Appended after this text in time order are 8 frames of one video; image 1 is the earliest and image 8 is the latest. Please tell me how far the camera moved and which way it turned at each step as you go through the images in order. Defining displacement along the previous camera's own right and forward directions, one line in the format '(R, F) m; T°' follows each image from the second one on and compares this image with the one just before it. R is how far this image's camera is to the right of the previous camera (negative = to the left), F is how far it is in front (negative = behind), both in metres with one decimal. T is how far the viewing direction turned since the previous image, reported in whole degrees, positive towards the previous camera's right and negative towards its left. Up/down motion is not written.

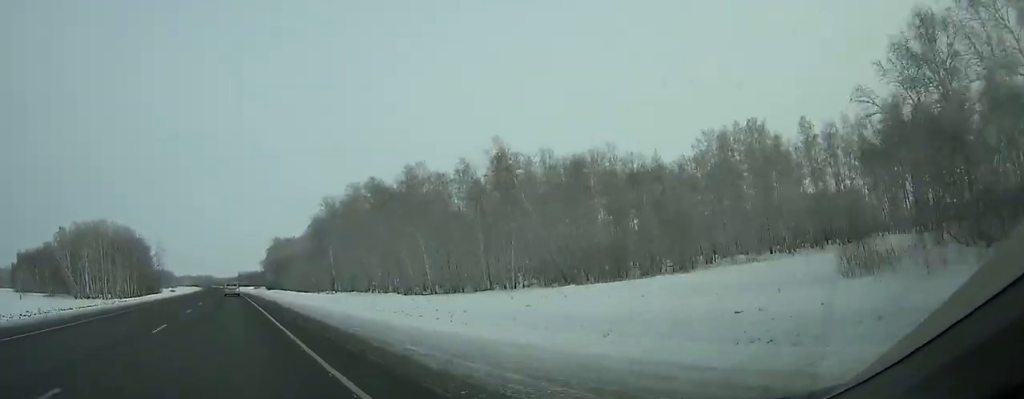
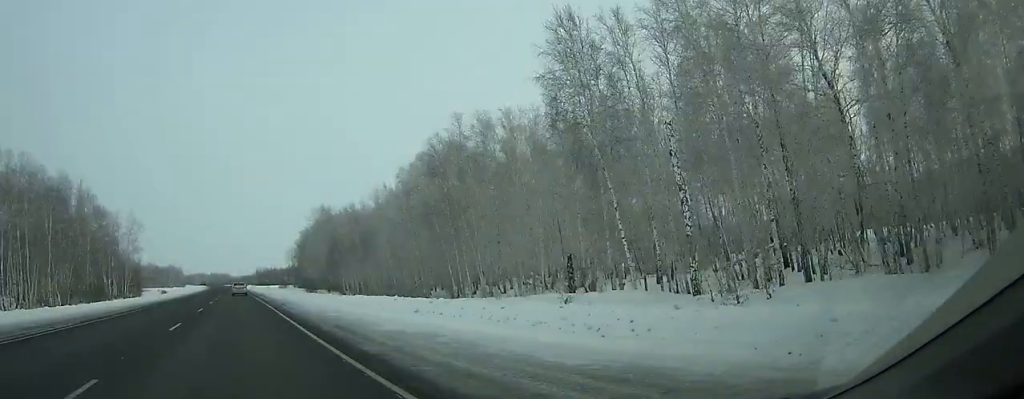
(-0.8, +83.5) m; -1°
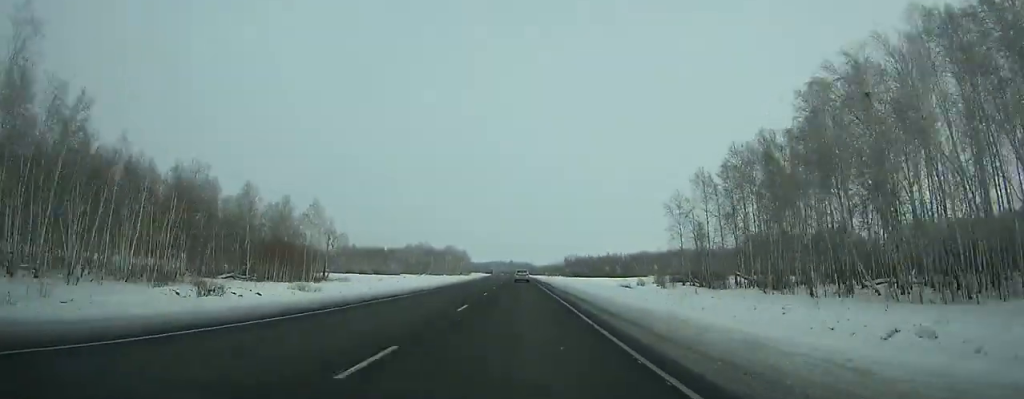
(-1.9, +144.3) m; -1°
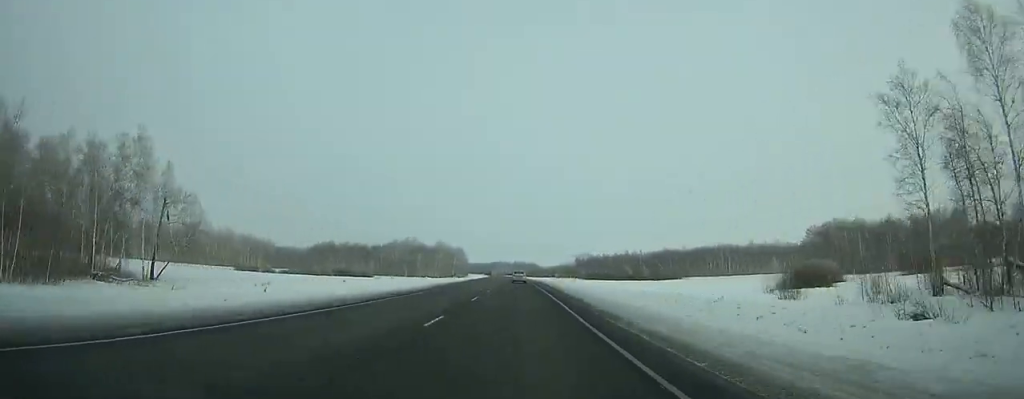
(-0.4, +66.5) m; -1°
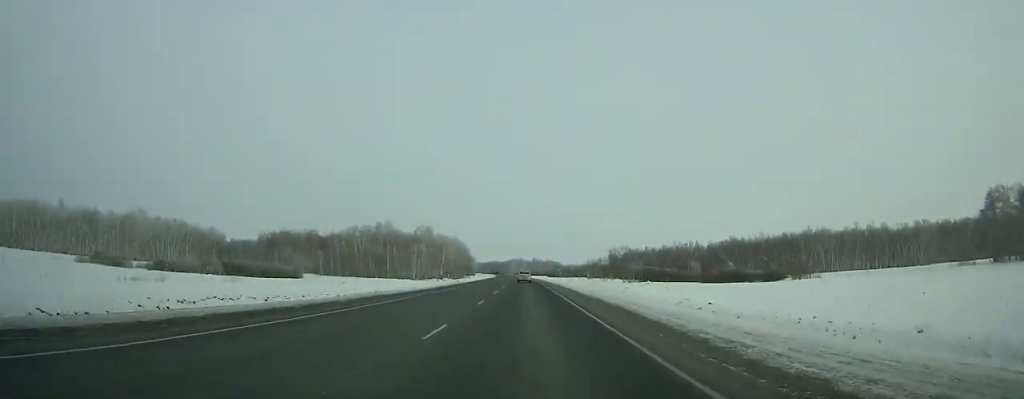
(-1.1, +99.9) m; -1°
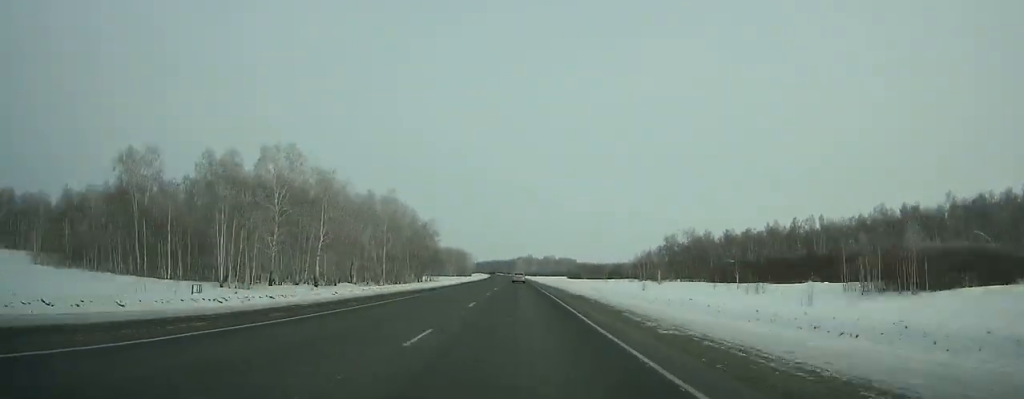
(-2.0, +134.1) m; -2°
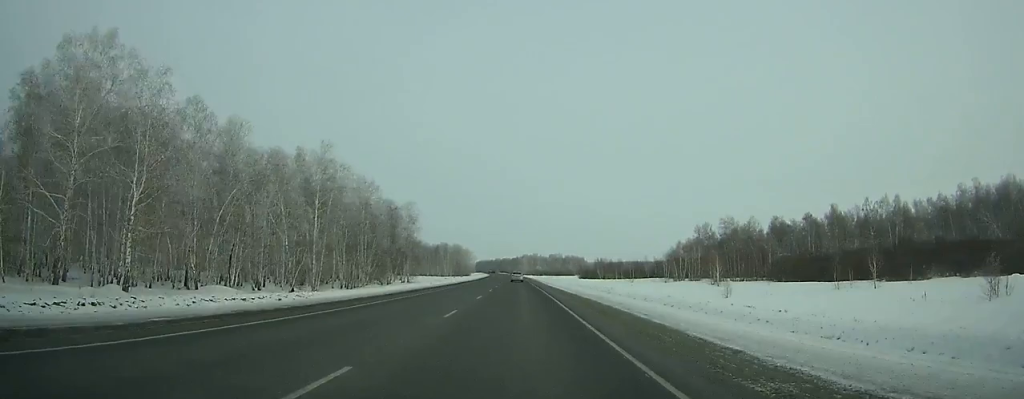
(-0.1, +42.9) m; -1°
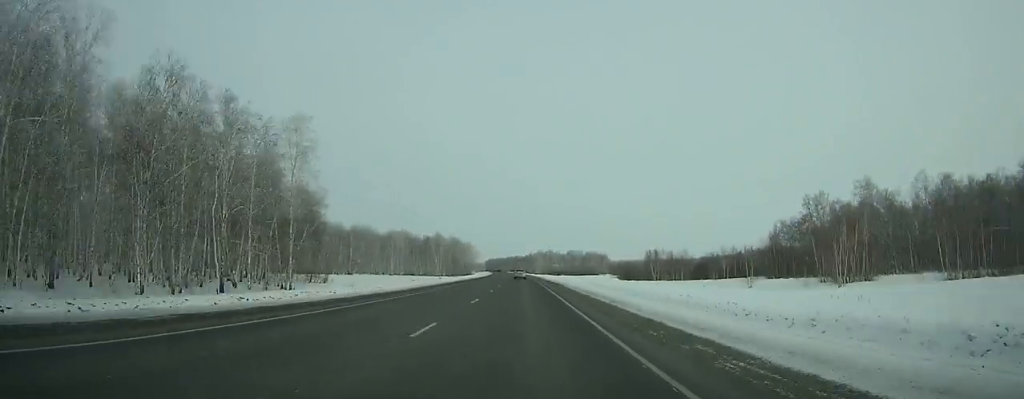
(-0.7, +77.2) m; -1°
